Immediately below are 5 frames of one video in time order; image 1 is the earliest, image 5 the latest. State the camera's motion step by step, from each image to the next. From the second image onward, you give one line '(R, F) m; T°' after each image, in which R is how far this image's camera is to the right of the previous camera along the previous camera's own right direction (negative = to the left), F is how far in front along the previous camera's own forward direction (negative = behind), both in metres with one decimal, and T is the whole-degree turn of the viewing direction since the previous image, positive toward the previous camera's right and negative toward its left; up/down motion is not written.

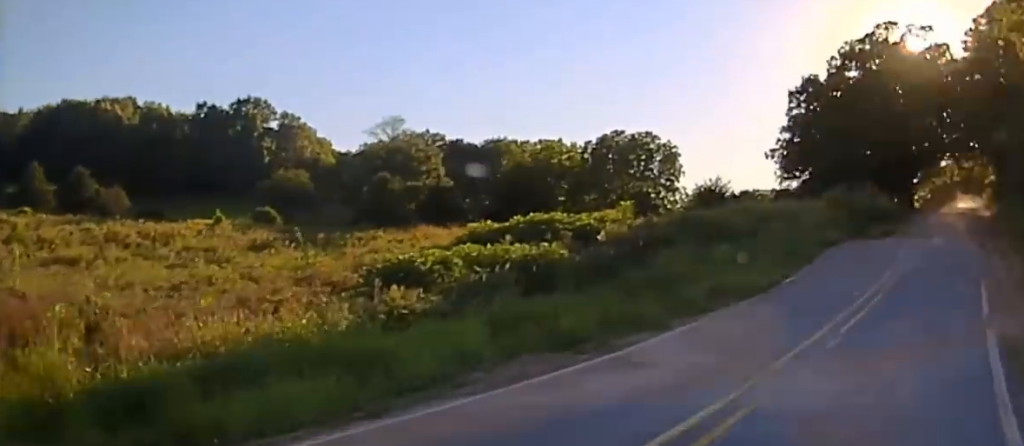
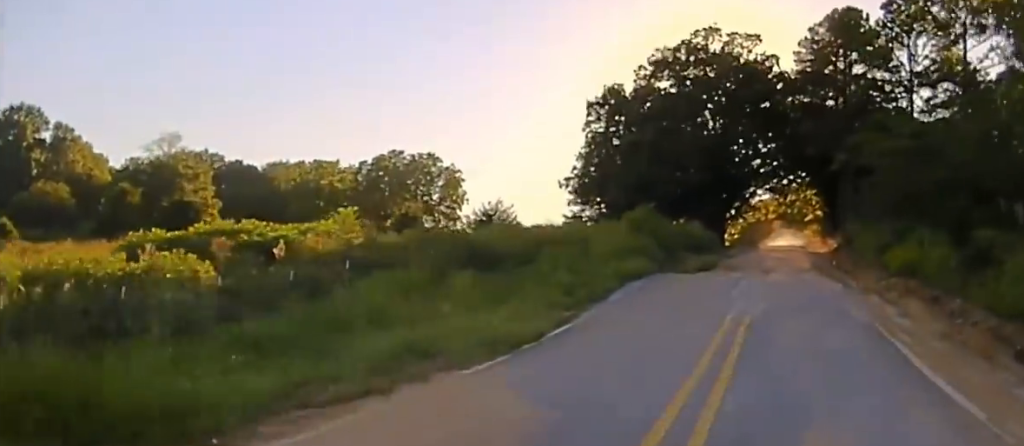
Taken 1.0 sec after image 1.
(+1.1, +9.7) m; +11°
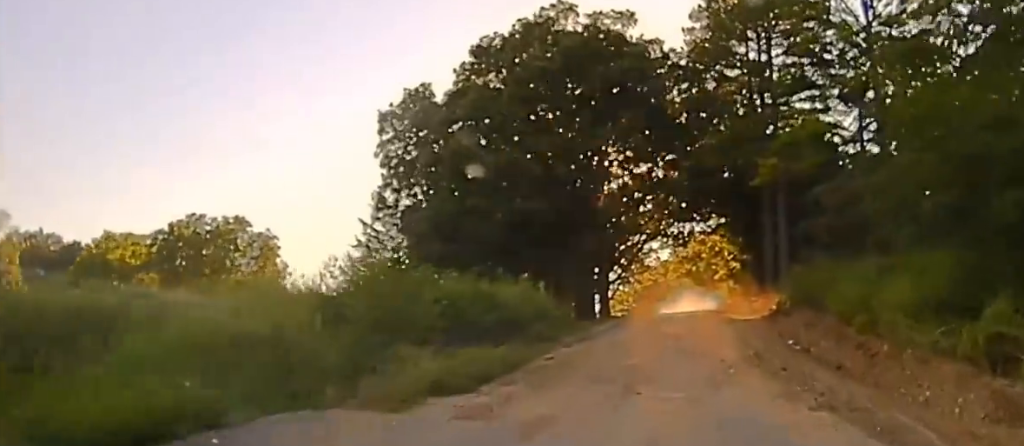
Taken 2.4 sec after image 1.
(+2.4, +21.8) m; +7°
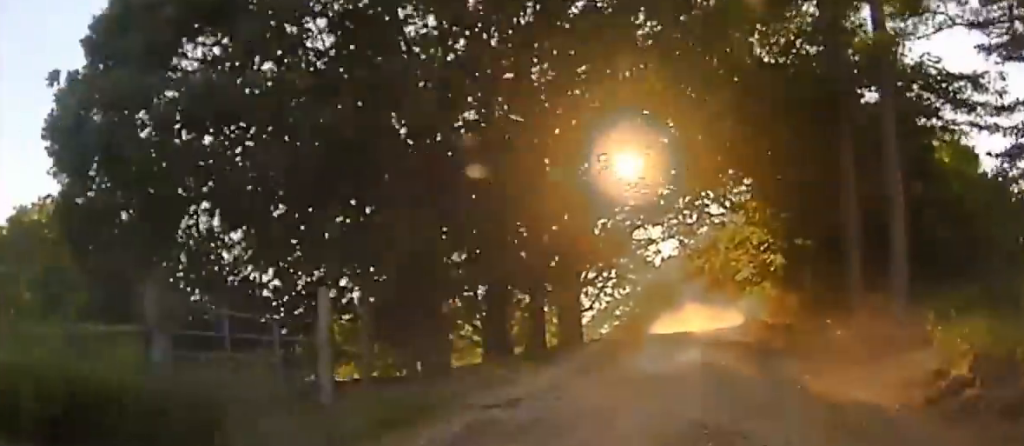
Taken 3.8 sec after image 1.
(-0.4, +24.6) m; 0°
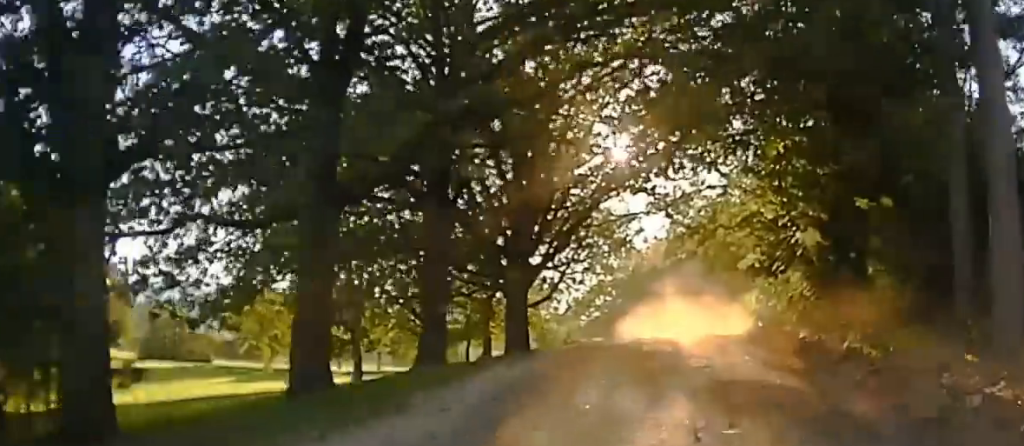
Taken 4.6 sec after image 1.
(+0.1, +15.4) m; 0°
